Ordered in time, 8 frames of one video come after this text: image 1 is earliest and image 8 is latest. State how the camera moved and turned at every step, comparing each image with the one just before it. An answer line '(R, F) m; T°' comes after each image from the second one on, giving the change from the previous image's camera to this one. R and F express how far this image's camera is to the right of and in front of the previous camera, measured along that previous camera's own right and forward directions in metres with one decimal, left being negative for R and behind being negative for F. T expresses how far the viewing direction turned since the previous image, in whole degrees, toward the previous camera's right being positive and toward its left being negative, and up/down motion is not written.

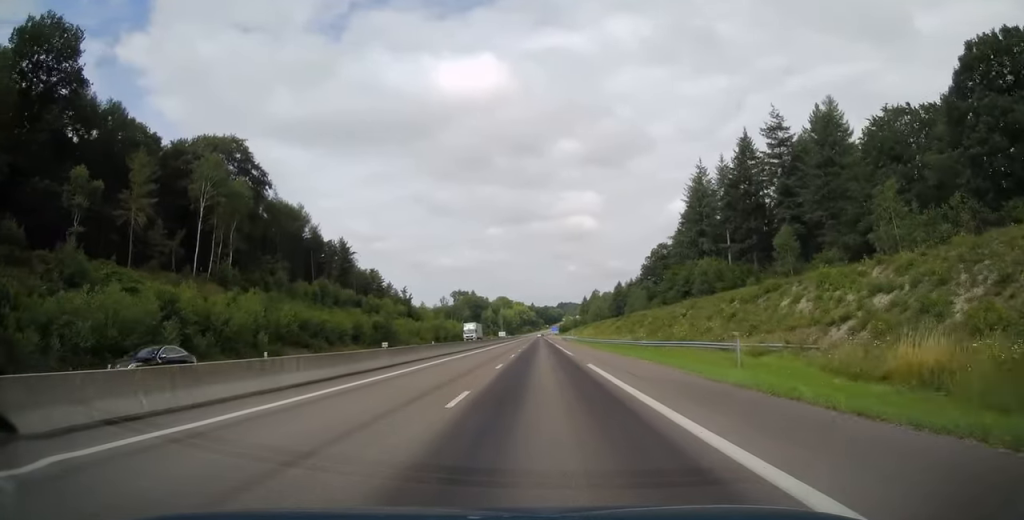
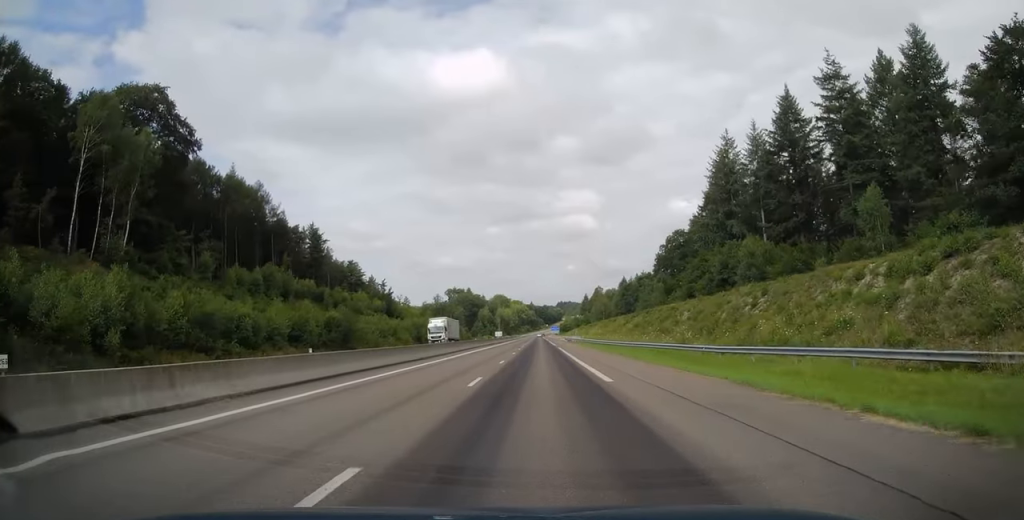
(0.0, +21.1) m; 0°
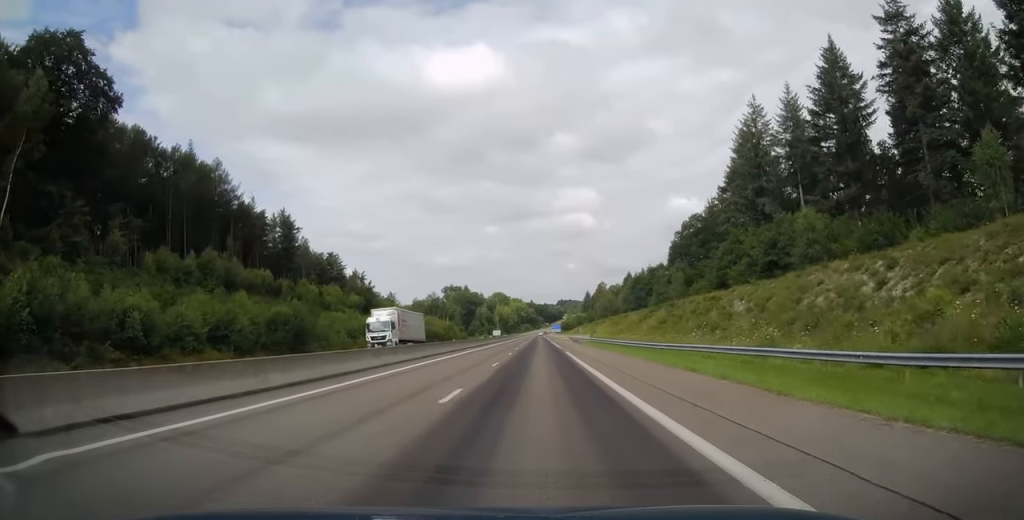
(0.0, +16.7) m; 0°
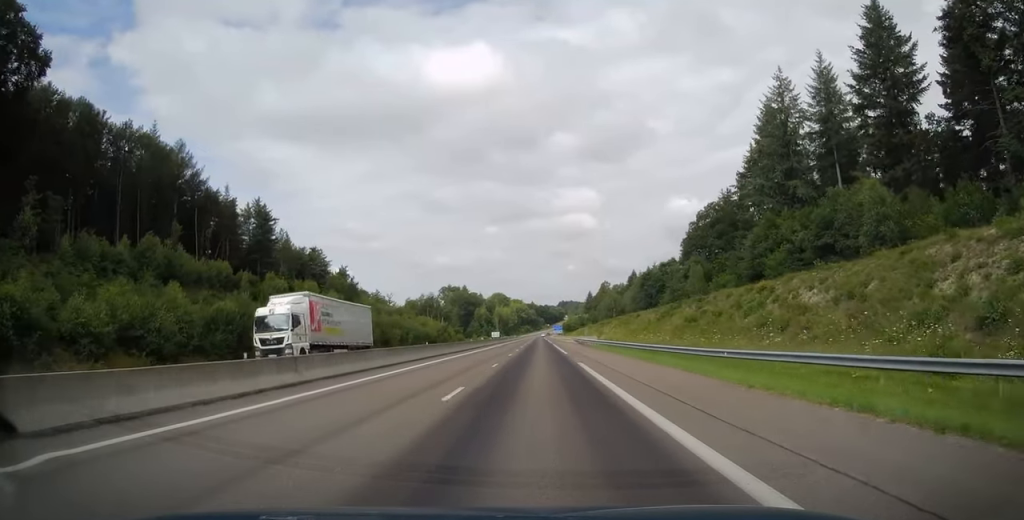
(0.0, +12.2) m; 0°
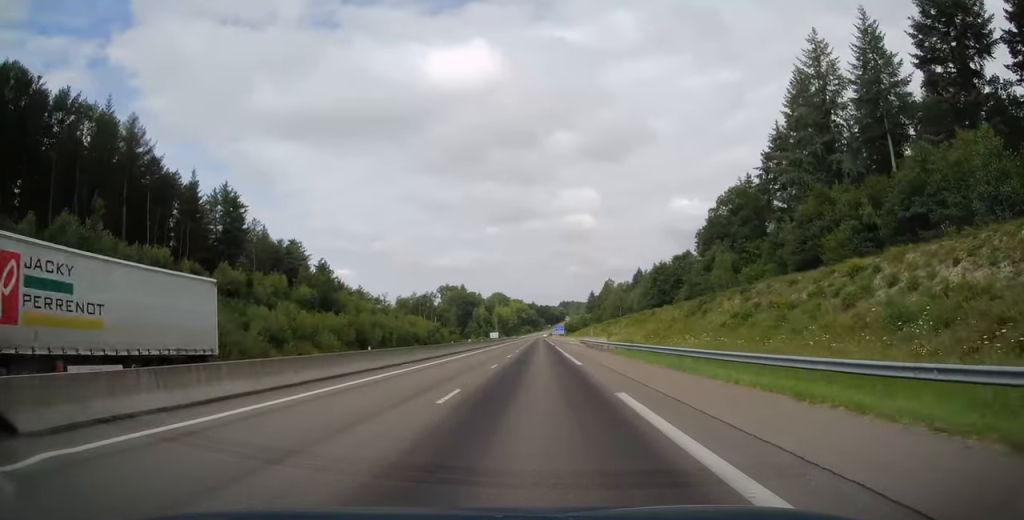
(+0.1, +13.2) m; 0°
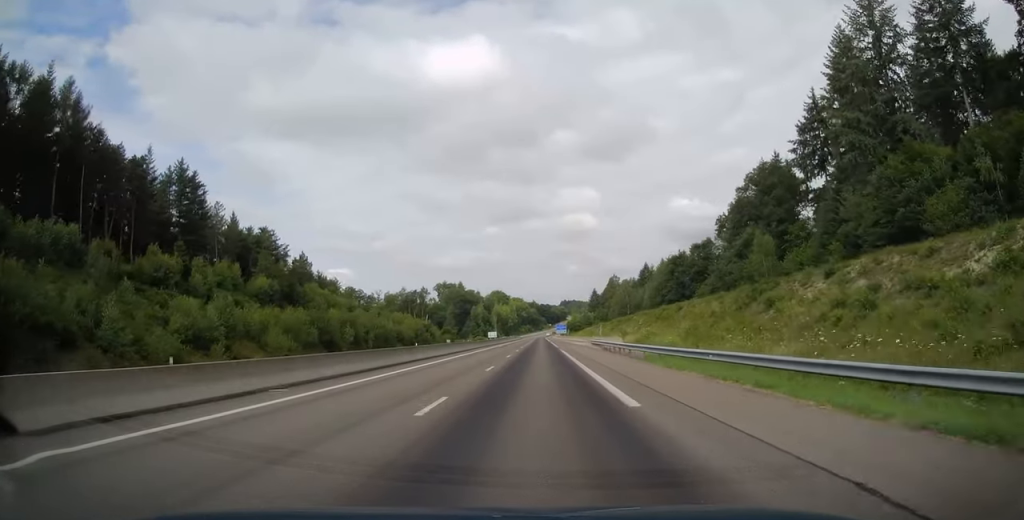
(-0.2, +14.7) m; 0°
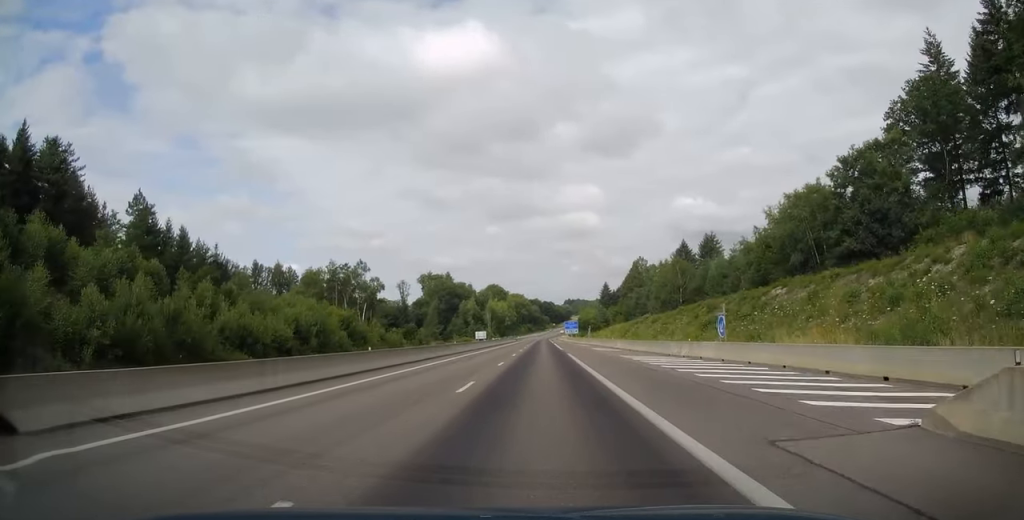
(+0.5, +59.8) m; +1°
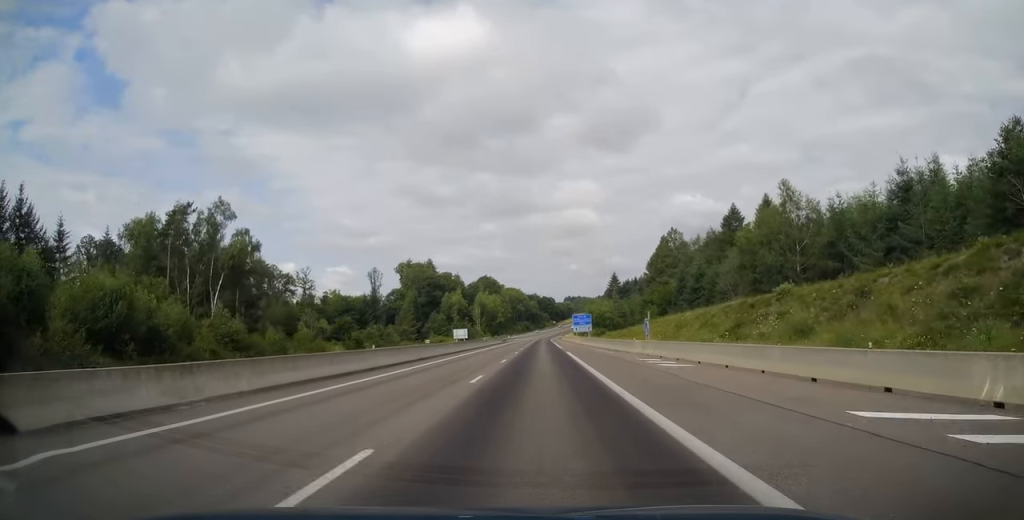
(-0.2, +49.0) m; -1°
